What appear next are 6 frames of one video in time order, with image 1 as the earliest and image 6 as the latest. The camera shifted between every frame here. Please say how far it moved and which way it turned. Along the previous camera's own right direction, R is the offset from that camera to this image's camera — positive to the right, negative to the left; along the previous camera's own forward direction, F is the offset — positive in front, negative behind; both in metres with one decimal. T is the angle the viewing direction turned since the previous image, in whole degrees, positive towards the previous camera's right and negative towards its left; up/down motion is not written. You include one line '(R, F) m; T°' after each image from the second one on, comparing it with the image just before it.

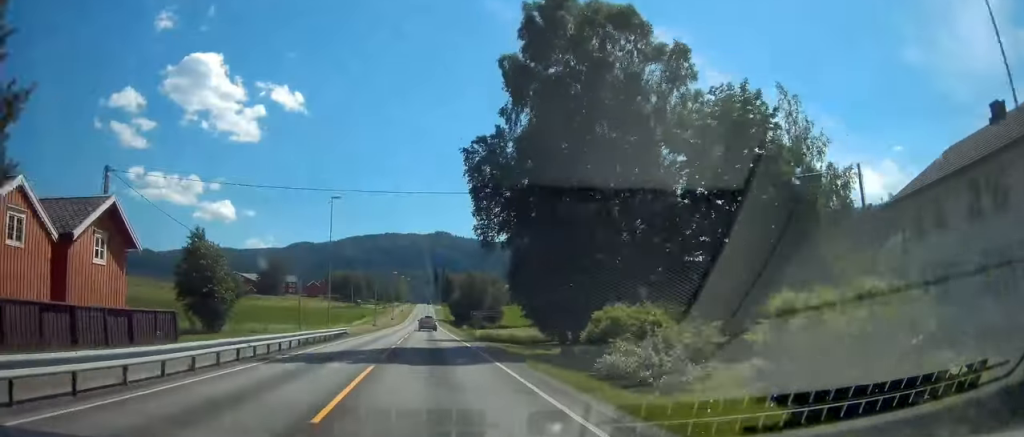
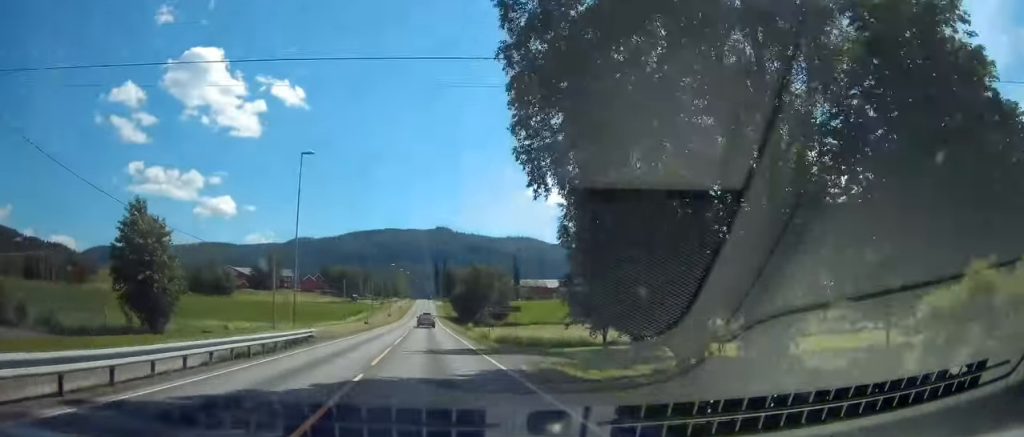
(+0.2, +15.2) m; +1°
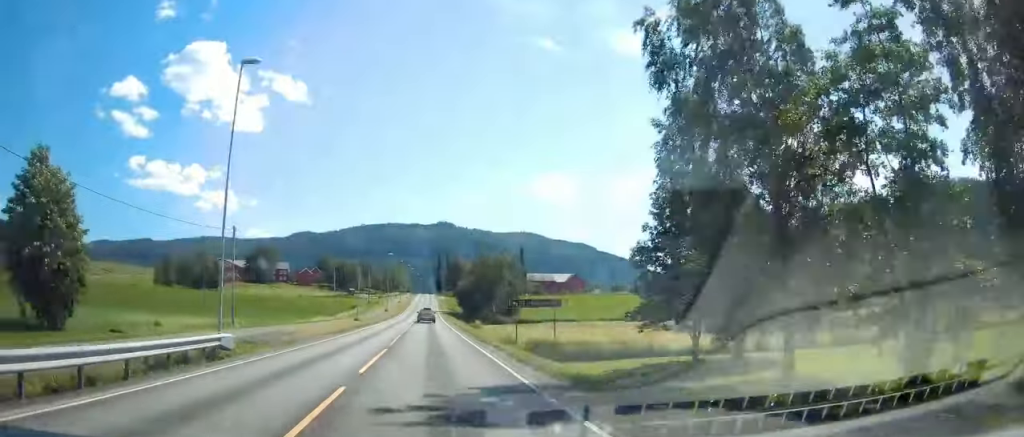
(+0.1, +14.9) m; +1°
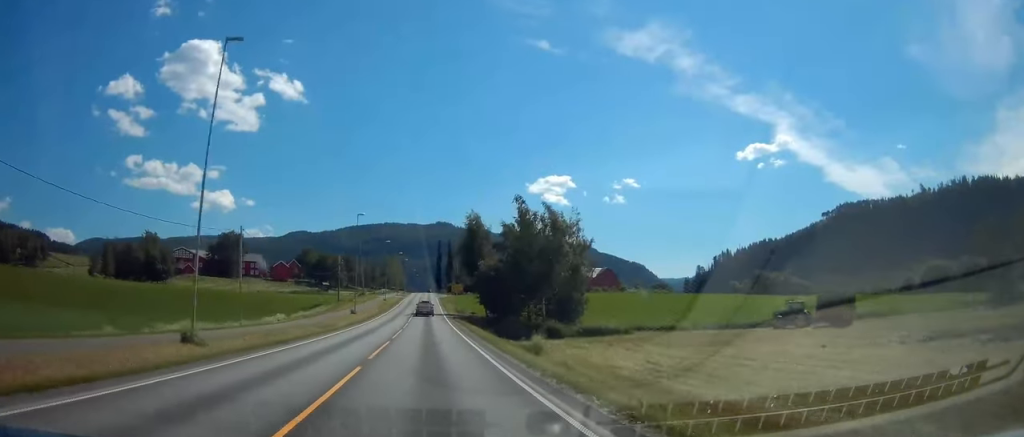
(+0.1, +55.9) m; -1°
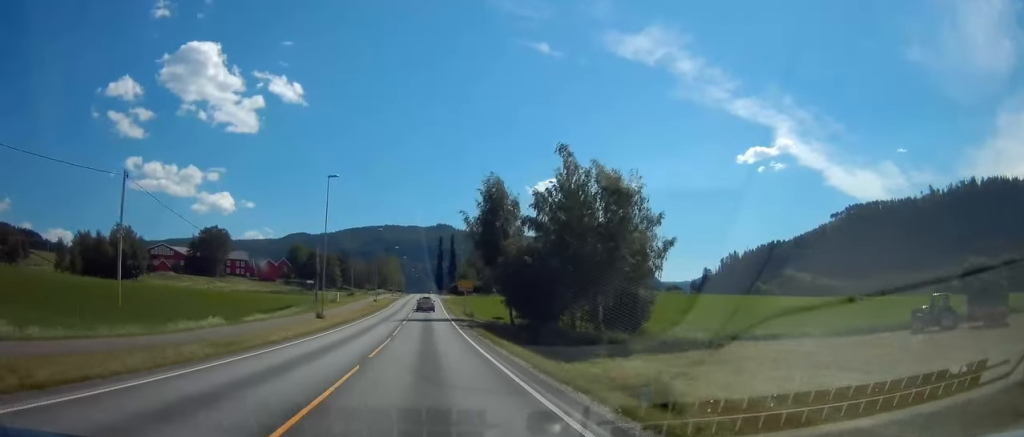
(-0.1, +23.8) m; 0°
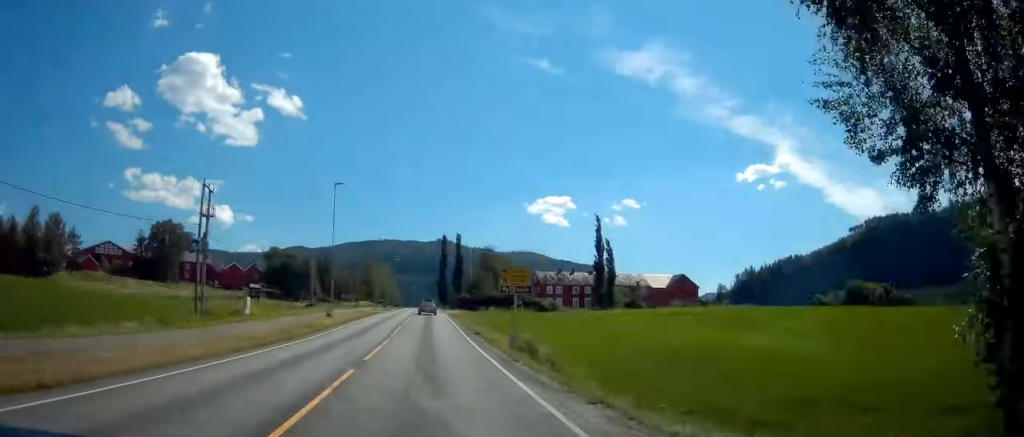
(-0.1, +50.8) m; 0°
